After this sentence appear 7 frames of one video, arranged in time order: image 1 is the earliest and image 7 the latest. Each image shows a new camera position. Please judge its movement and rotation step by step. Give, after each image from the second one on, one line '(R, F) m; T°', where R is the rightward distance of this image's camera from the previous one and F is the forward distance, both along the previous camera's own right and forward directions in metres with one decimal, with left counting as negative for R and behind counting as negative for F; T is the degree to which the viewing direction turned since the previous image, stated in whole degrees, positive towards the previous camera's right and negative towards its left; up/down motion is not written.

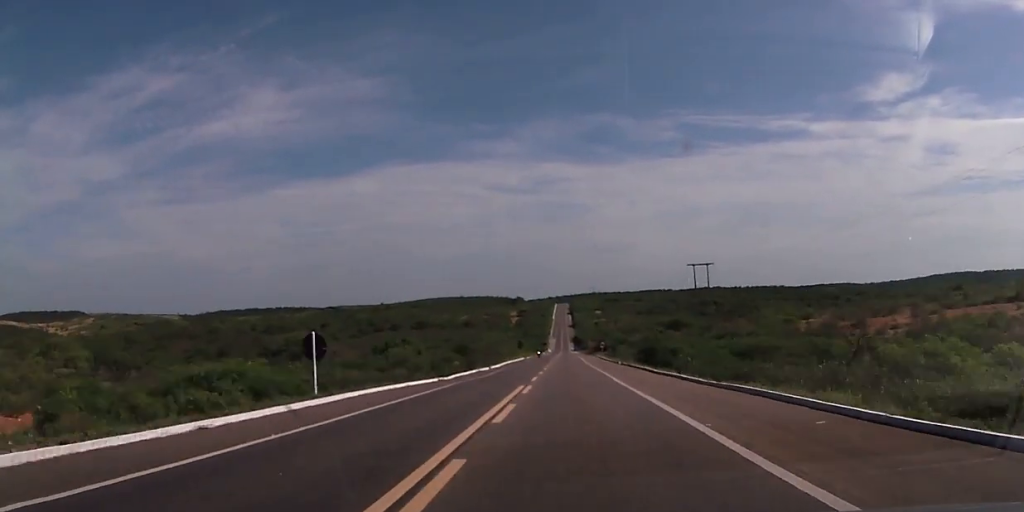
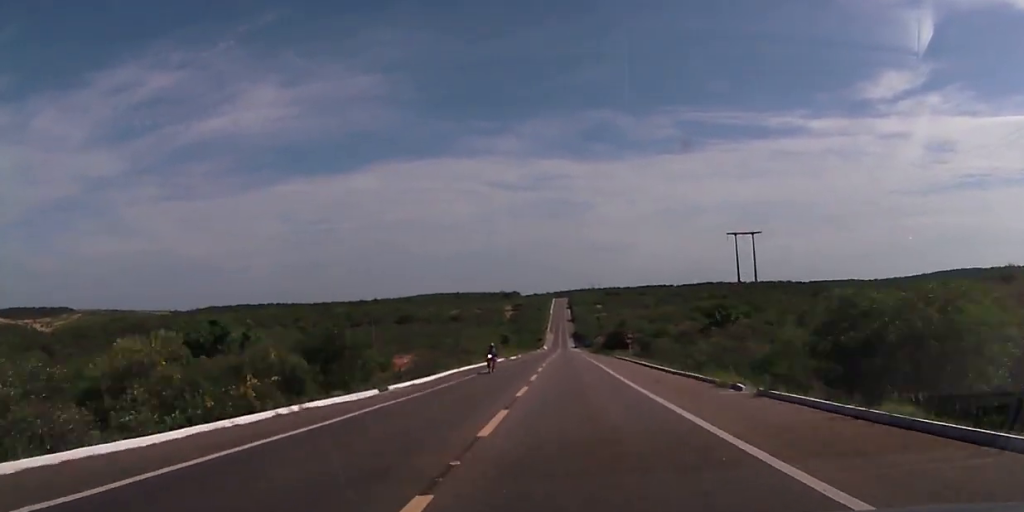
(-0.2, +41.7) m; 0°
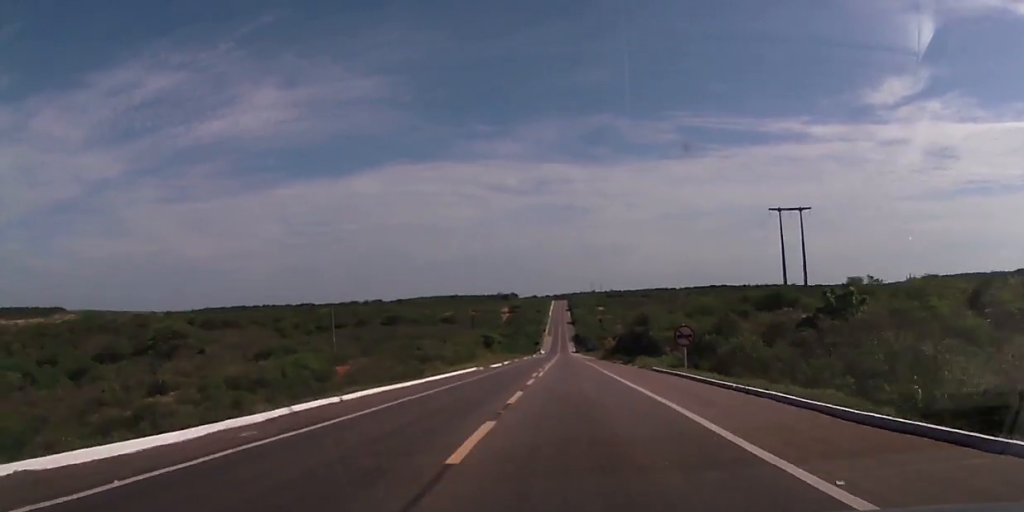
(+0.1, +26.4) m; 0°
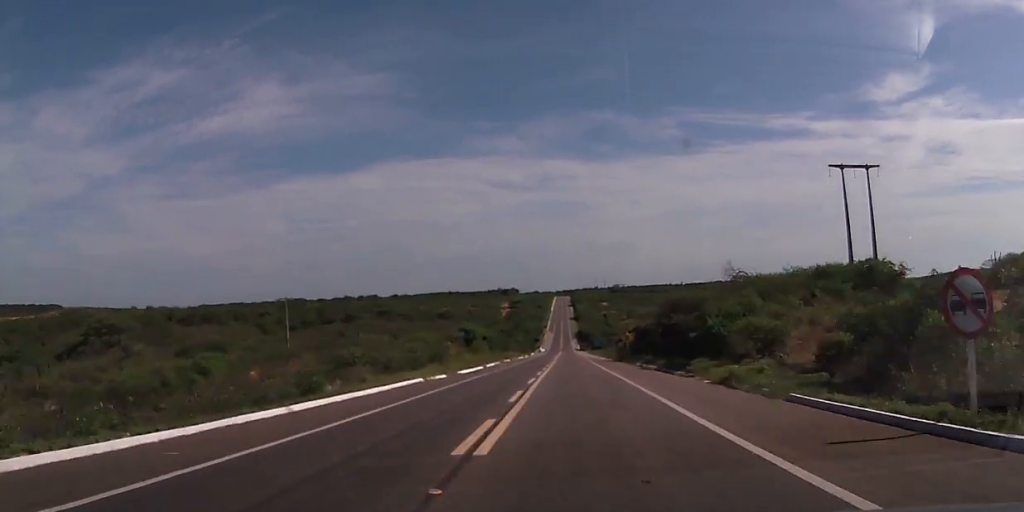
(+0.1, +23.1) m; 0°
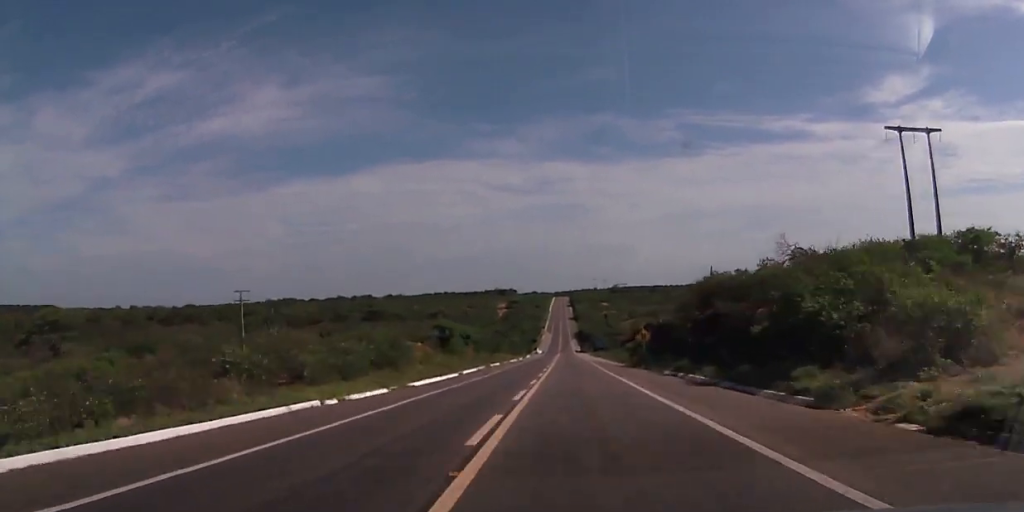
(0.0, +15.2) m; 0°
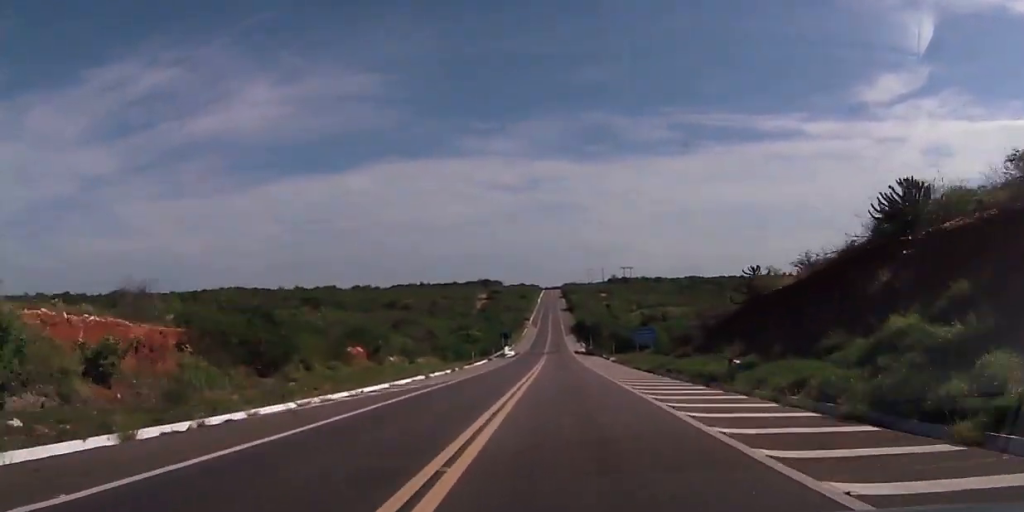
(-0.7, +73.3) m; 0°
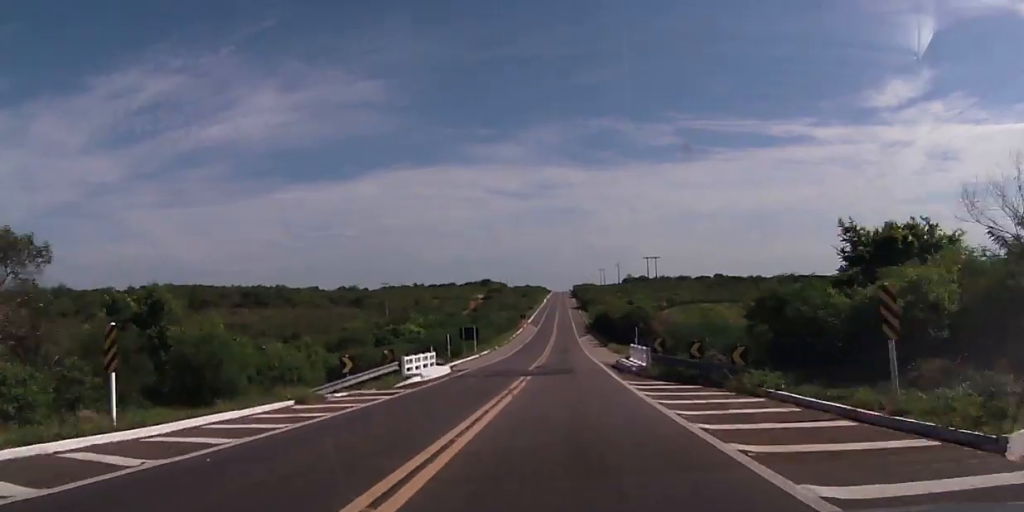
(+0.6, +57.6) m; +1°
